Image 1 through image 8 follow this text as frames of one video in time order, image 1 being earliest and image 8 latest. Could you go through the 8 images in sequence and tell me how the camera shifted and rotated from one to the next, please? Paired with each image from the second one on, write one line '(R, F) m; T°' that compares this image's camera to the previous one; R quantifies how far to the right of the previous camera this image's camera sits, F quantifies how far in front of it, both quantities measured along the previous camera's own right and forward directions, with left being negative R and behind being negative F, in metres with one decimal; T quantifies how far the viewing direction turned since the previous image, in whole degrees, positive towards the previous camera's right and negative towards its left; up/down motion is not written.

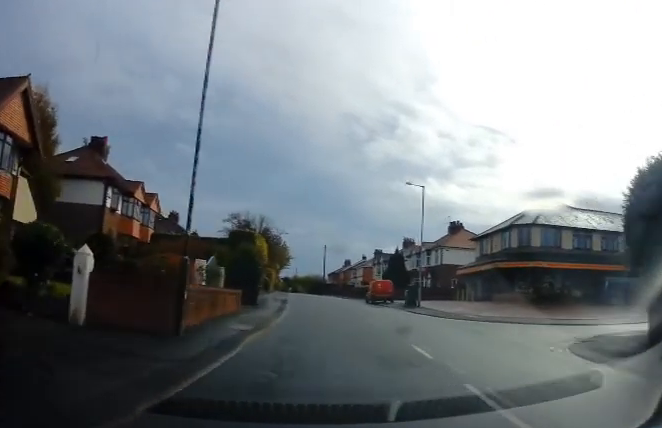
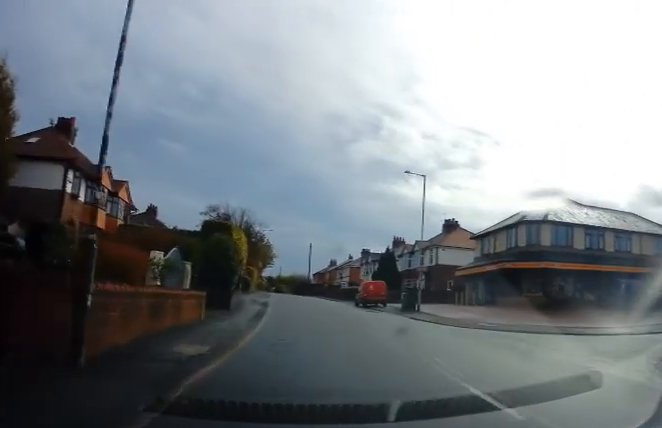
(0.0, +3.7) m; +2°
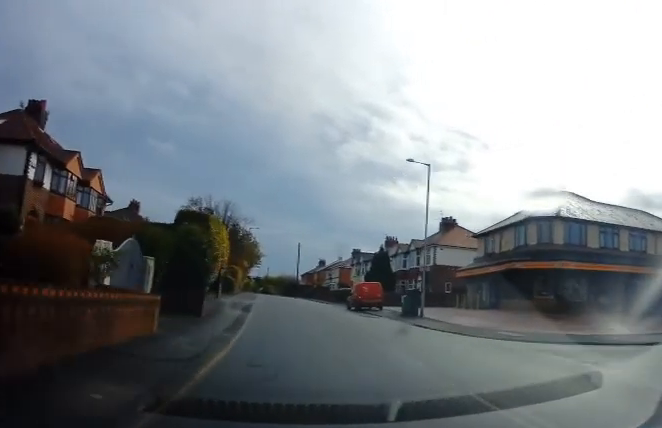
(+0.2, +3.2) m; +1°
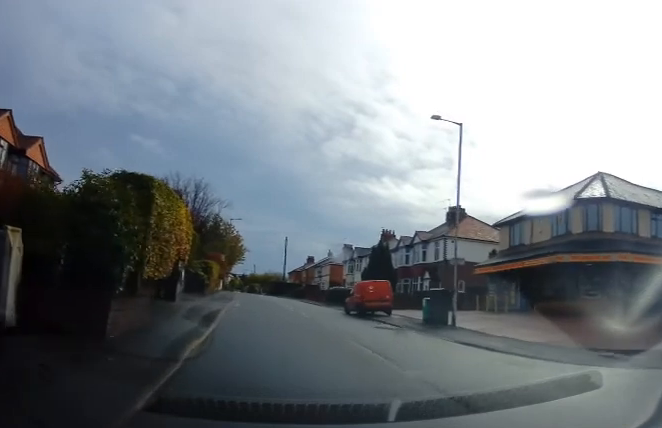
(0.0, +6.8) m; -1°
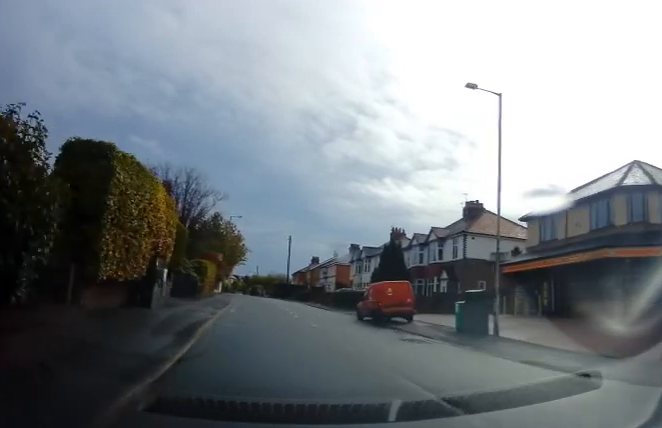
(-0.1, +3.6) m; -1°
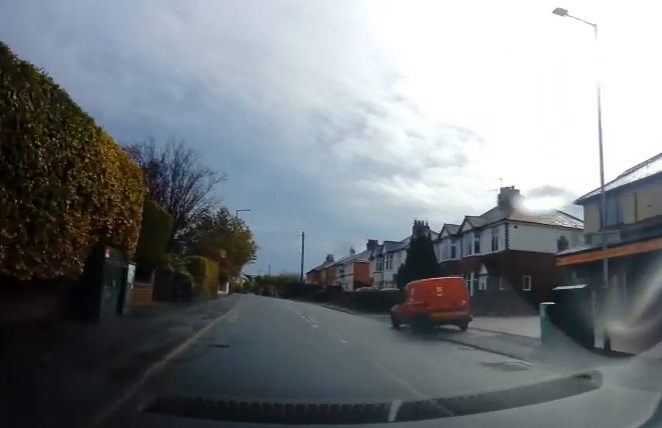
(0.0, +5.0) m; -2°
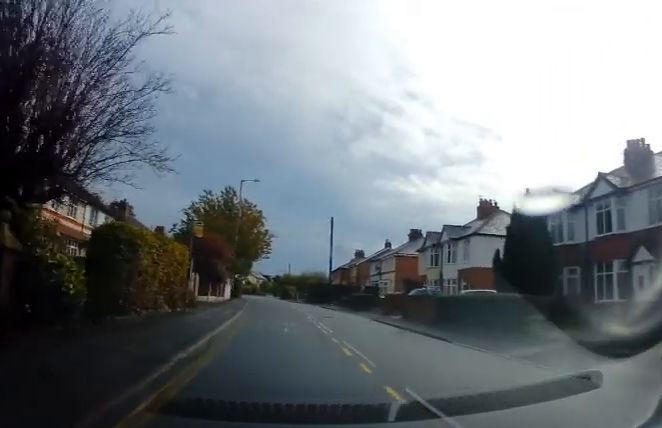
(-0.3, +13.2) m; -1°
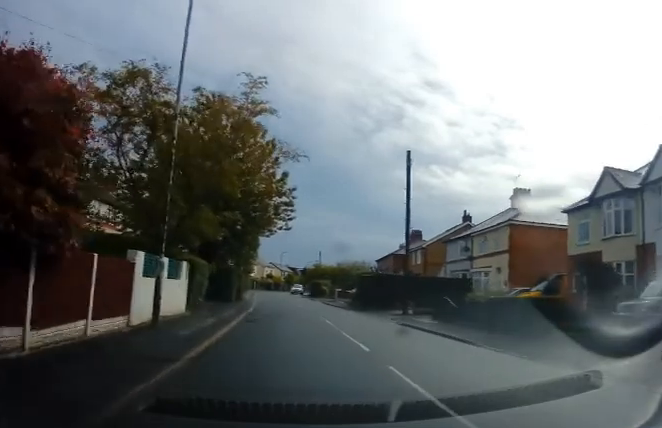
(-0.4, +21.4) m; -2°
